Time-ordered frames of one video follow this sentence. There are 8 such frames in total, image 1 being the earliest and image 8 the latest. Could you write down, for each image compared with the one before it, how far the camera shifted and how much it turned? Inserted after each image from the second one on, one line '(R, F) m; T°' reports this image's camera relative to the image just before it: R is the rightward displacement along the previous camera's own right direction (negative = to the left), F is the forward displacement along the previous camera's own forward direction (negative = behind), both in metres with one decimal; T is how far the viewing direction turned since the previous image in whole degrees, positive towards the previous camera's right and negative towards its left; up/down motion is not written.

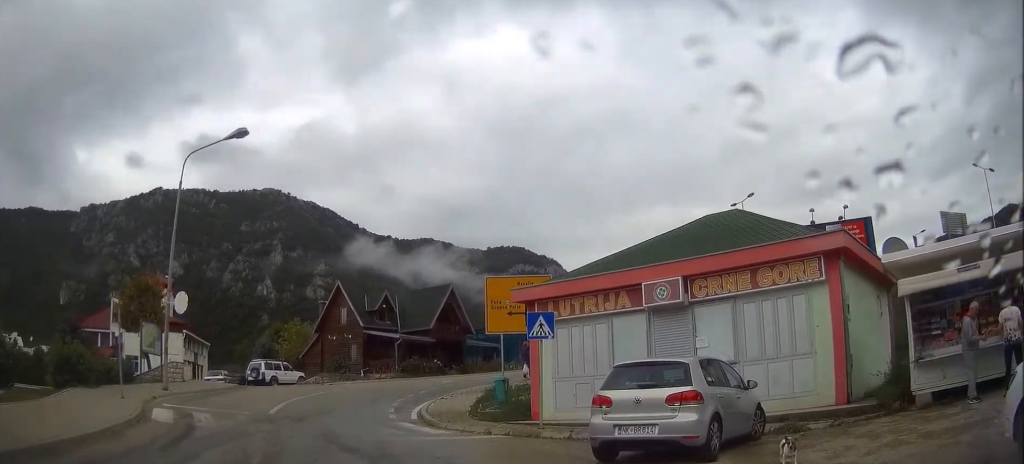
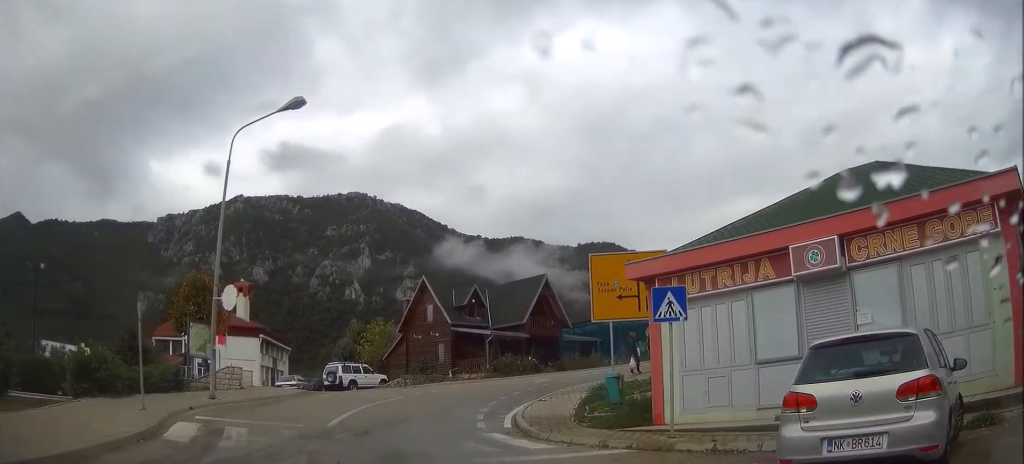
(-0.3, +3.4) m; -8°
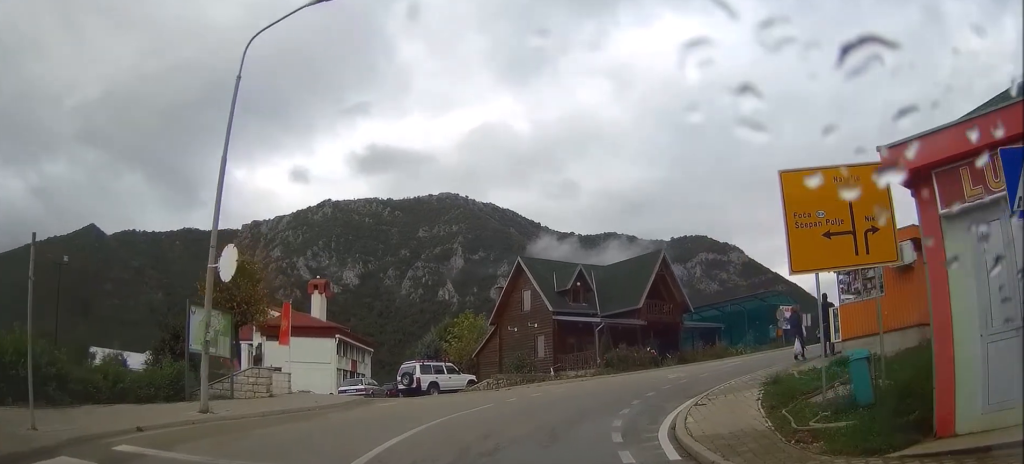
(-1.0, +7.0) m; -11°
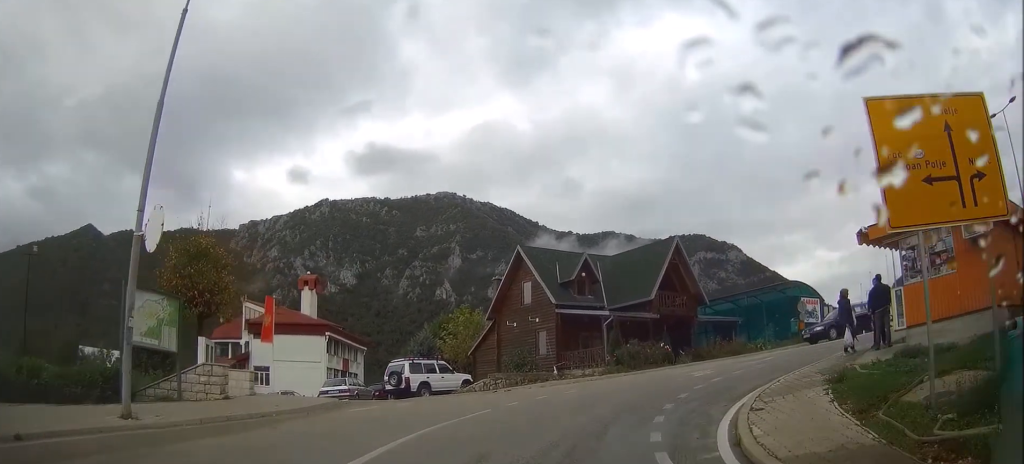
(-0.1, +3.2) m; -1°
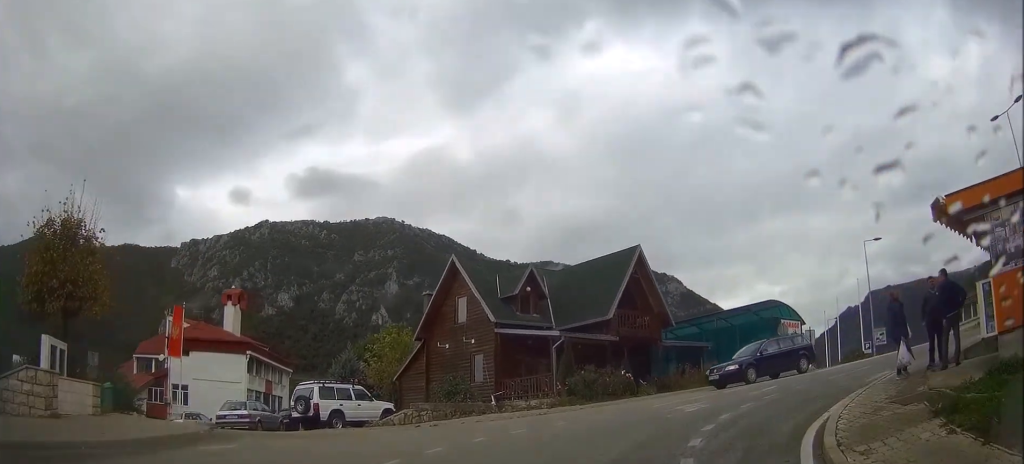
(+0.1, +4.7) m; +6°
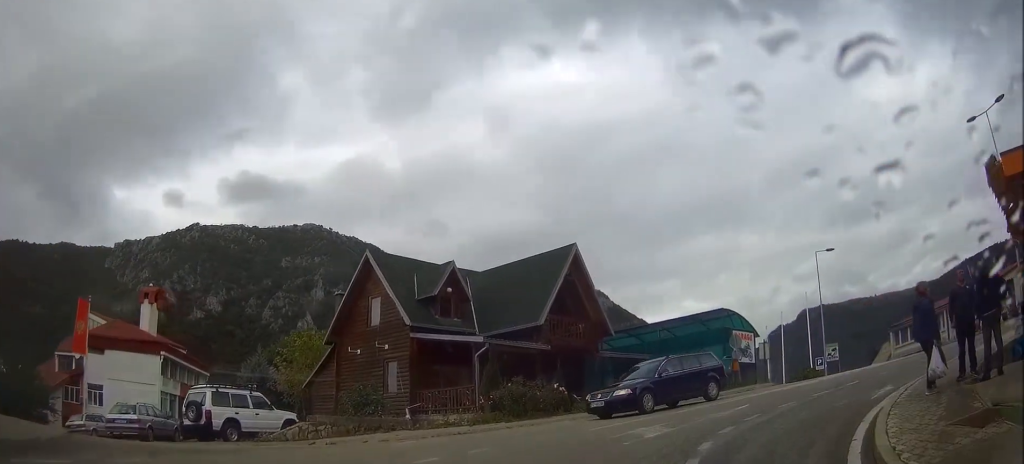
(+0.1, +2.9) m; +7°
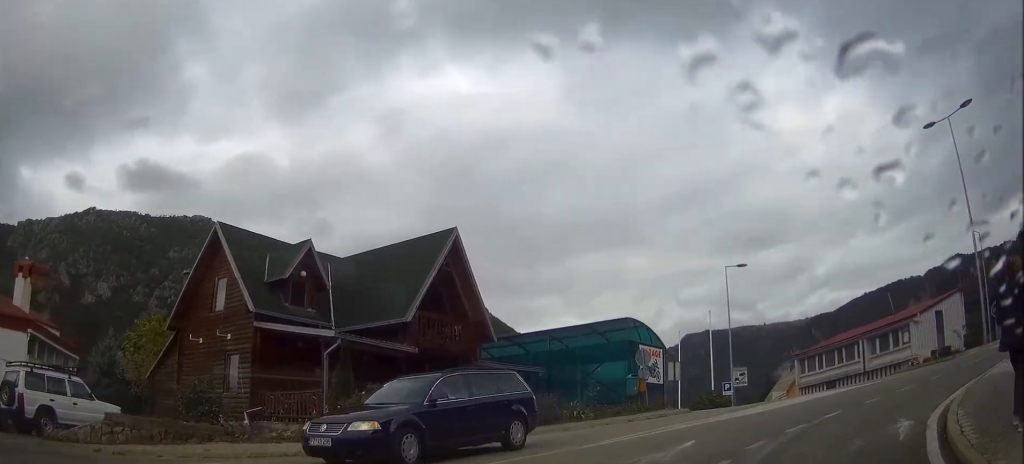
(+0.3, +3.8) m; +12°
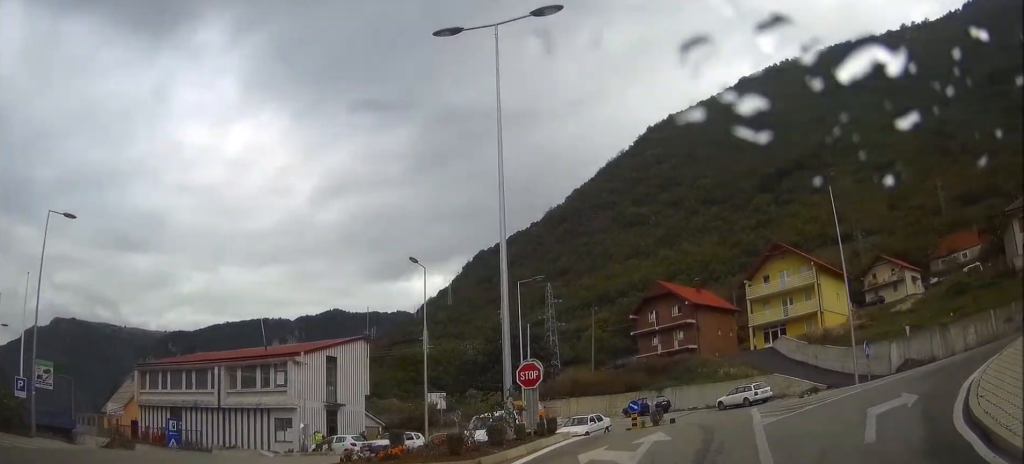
(+5.8, +11.1) m; +51°
